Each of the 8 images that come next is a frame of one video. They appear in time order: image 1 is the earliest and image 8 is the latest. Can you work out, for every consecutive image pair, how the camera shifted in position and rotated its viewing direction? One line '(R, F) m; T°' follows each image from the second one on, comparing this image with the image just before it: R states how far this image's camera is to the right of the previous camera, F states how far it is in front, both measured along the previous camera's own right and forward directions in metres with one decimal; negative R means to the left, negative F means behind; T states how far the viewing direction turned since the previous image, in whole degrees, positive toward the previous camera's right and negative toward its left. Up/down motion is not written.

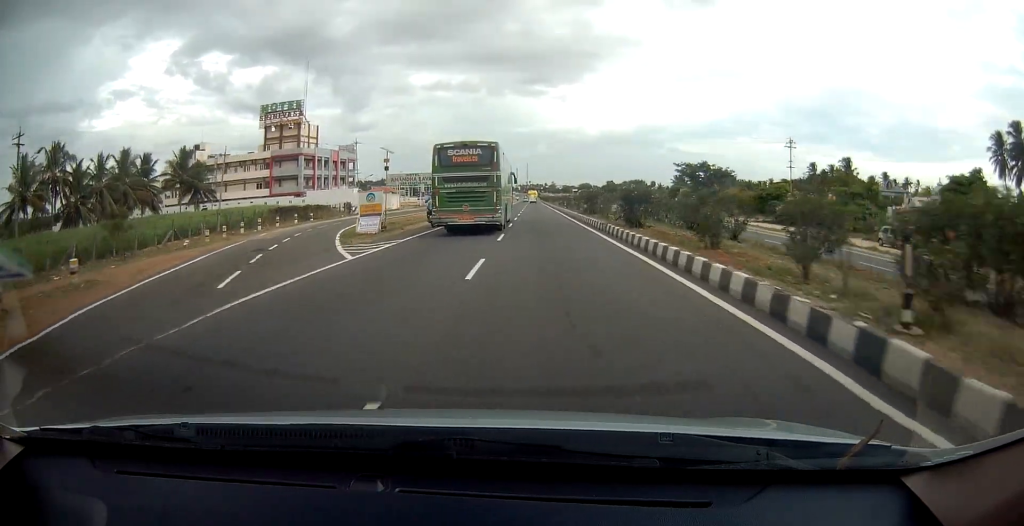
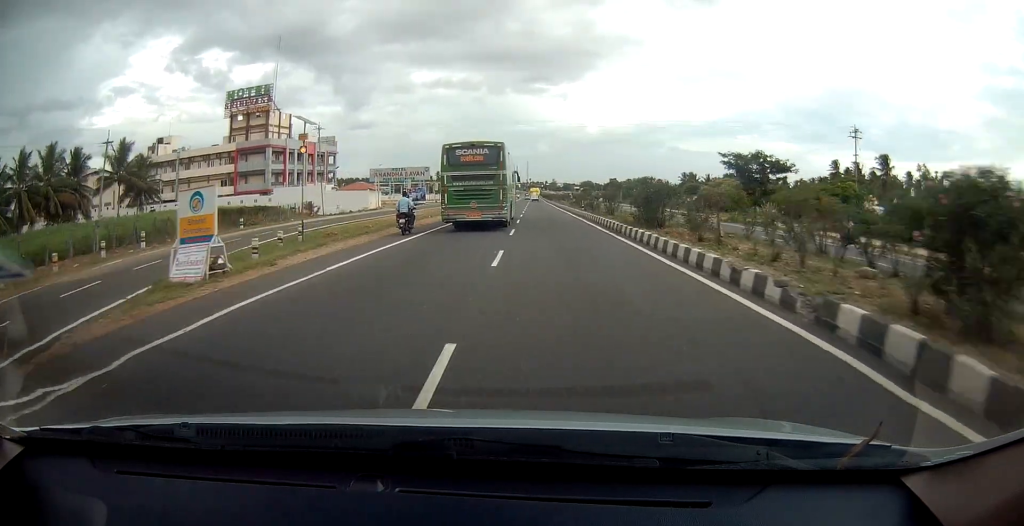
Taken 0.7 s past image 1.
(0.0, +16.6) m; 0°
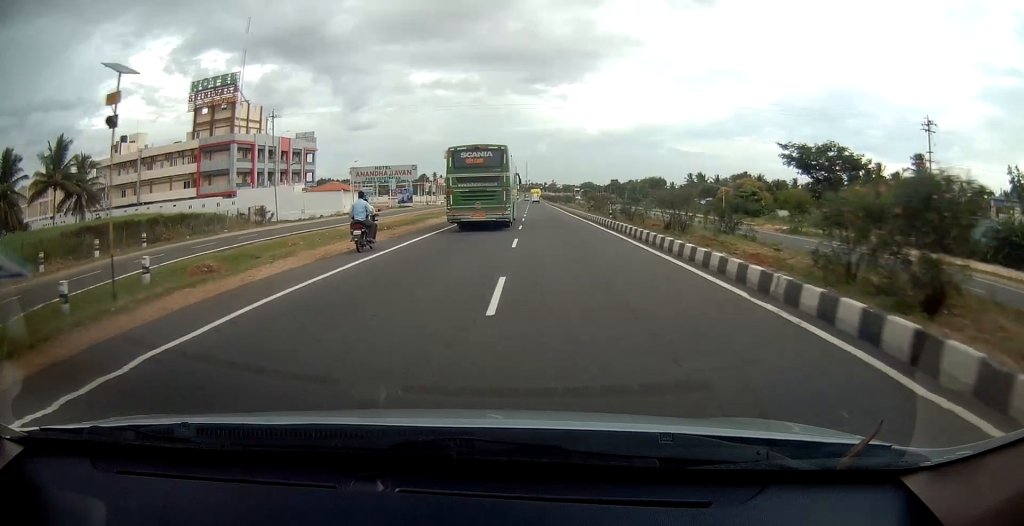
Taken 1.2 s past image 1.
(0.0, +13.6) m; 0°
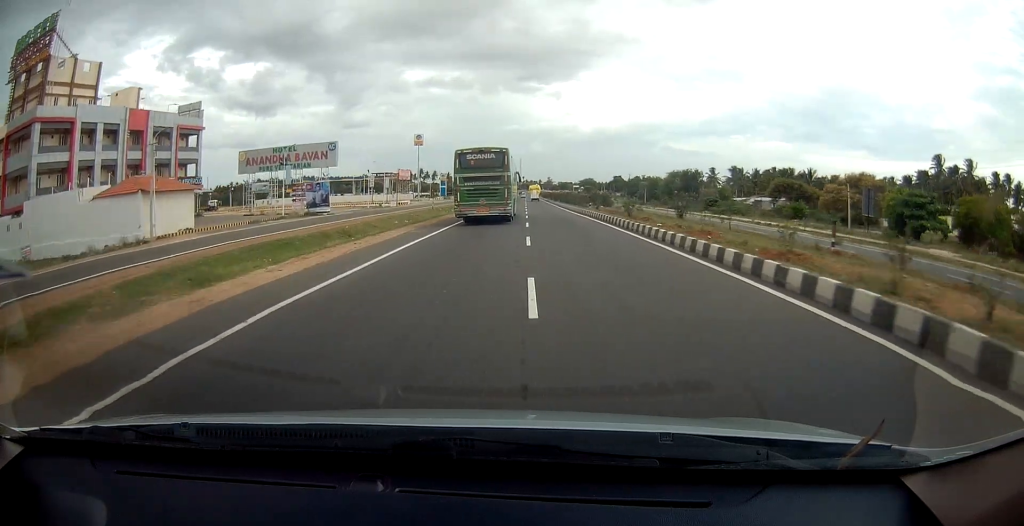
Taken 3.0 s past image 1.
(+0.1, +45.3) m; 0°
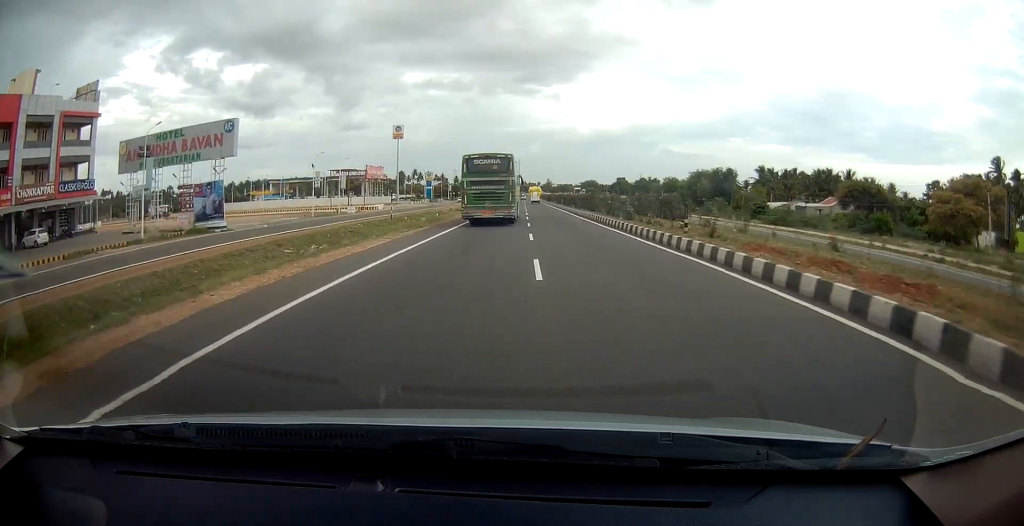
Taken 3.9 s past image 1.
(+0.1, +24.1) m; 0°
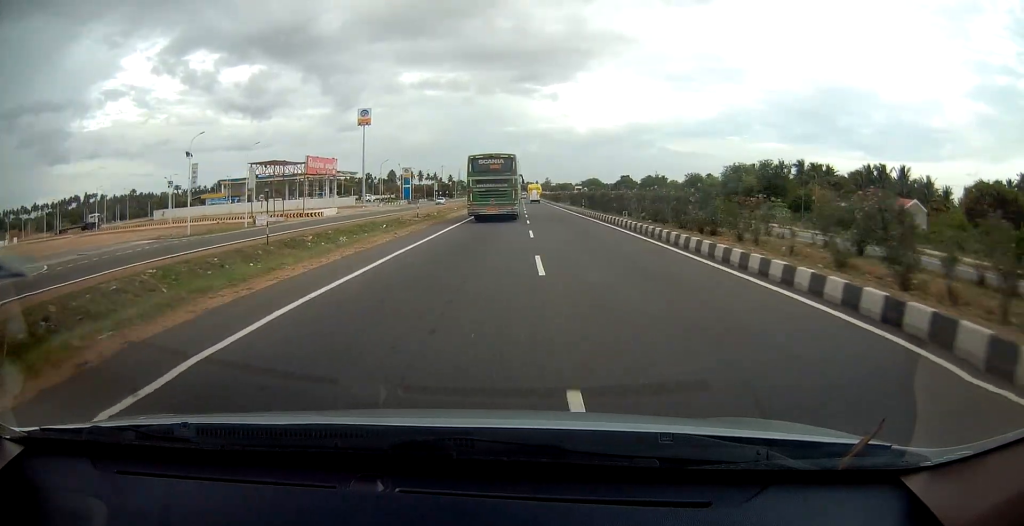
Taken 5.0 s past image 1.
(0.0, +26.7) m; 0°
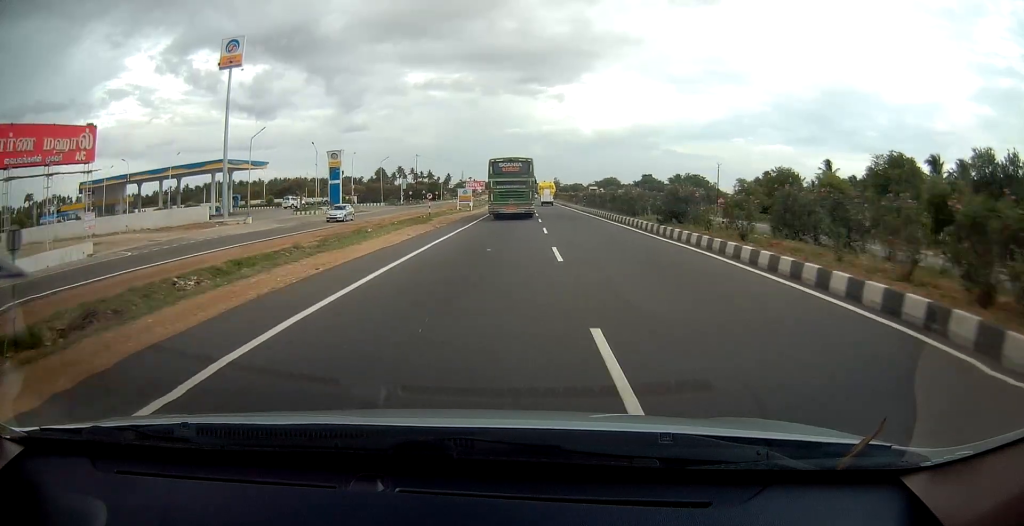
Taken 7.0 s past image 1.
(+0.1, +51.7) m; 0°
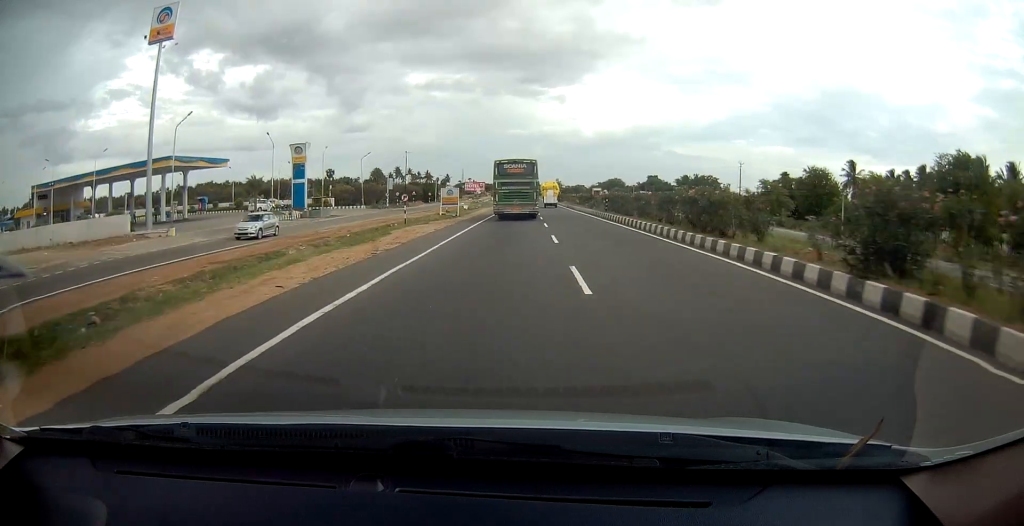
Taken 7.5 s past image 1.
(-0.1, +12.7) m; 0°
